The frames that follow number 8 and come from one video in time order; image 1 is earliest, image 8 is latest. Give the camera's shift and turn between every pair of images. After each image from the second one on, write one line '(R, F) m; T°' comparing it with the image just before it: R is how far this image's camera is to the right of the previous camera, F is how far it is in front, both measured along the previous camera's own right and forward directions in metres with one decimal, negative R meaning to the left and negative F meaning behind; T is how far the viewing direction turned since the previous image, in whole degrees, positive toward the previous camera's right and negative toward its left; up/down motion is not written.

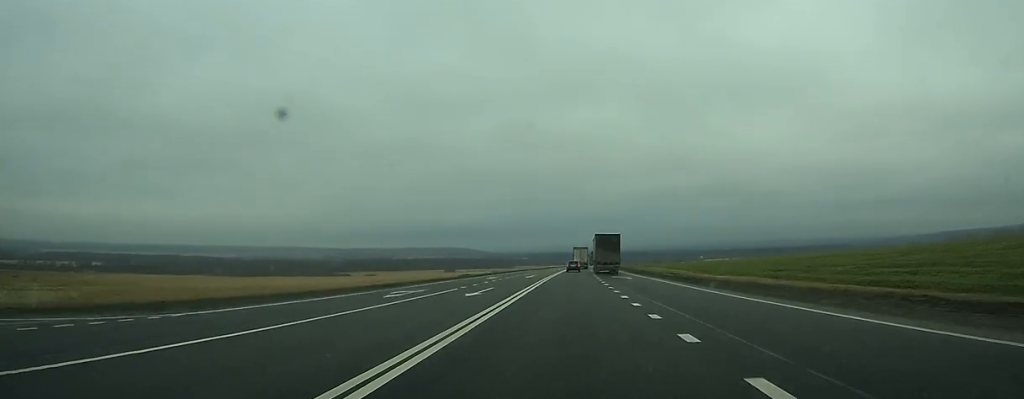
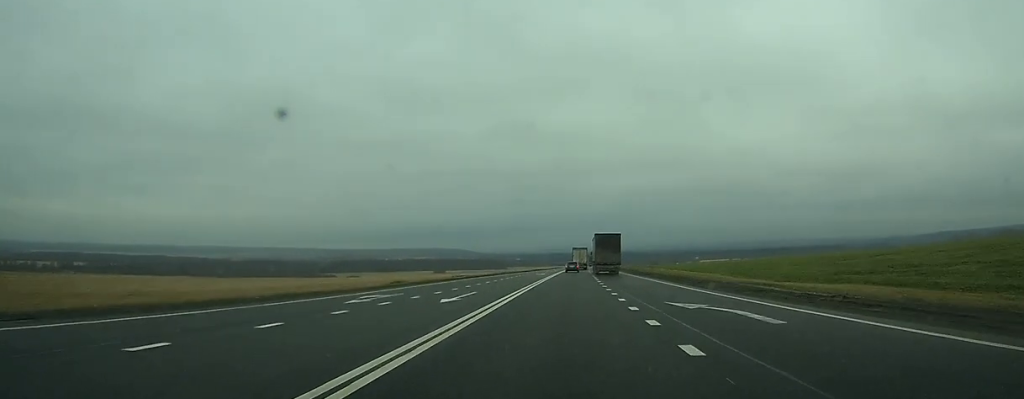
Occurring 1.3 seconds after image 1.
(+0.3, +33.2) m; +1°
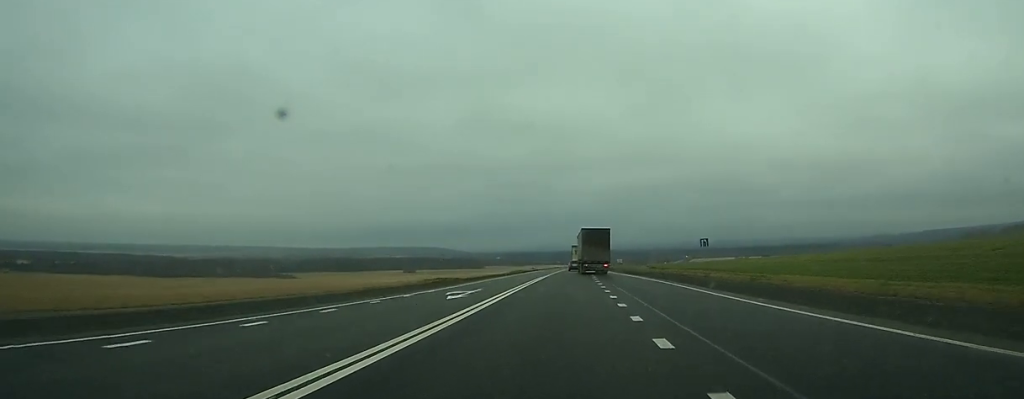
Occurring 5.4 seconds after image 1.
(+1.8, +107.0) m; +2°
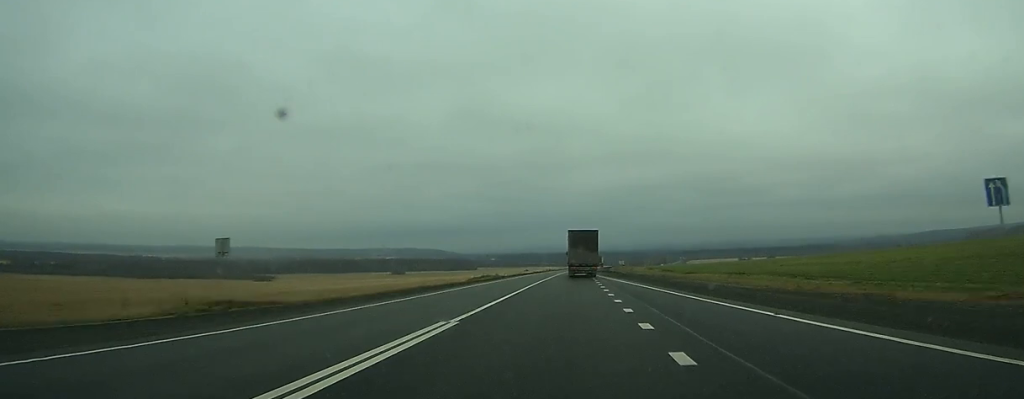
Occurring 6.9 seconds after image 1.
(+0.1, +37.4) m; 0°
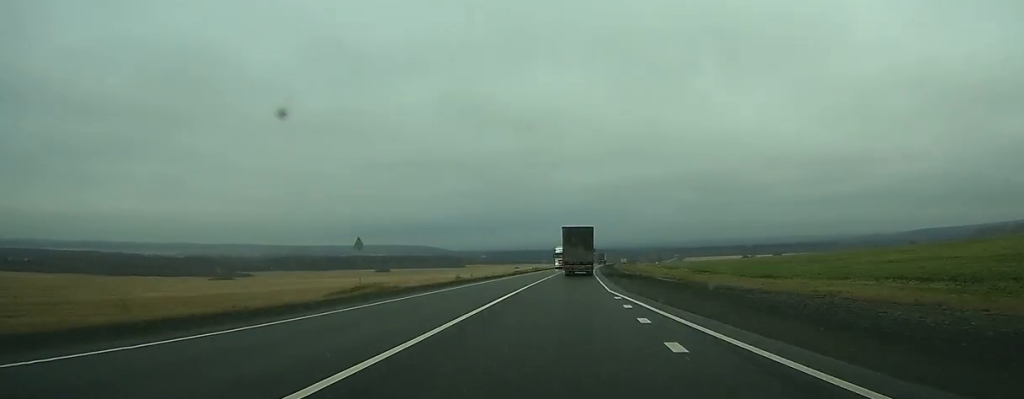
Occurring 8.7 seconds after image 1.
(+0.1, +47.0) m; +1°
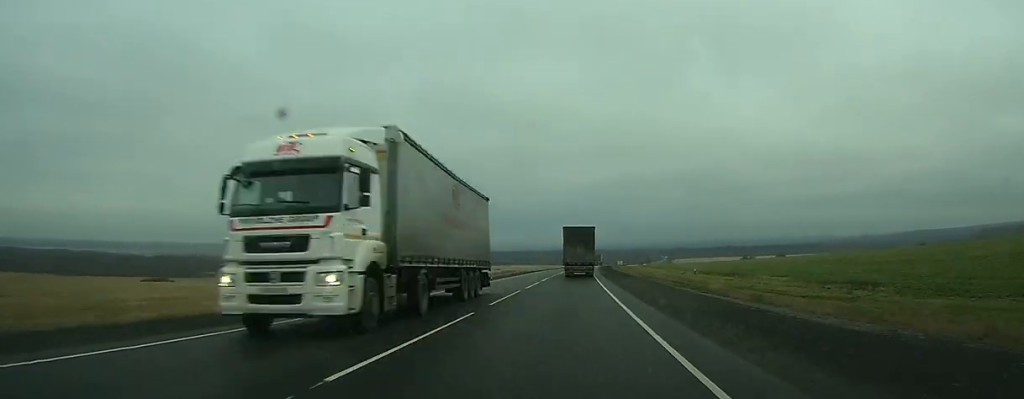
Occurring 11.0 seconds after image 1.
(+0.6, +56.3) m; +1°
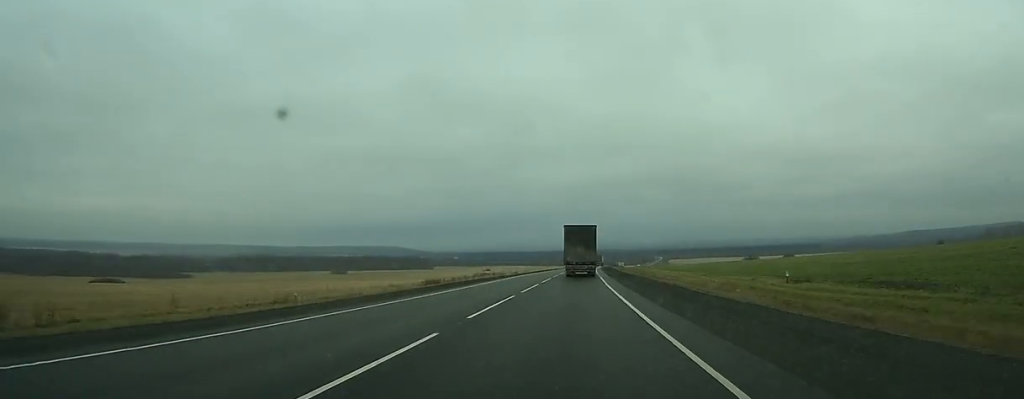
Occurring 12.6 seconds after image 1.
(+0.2, +39.4) m; +1°
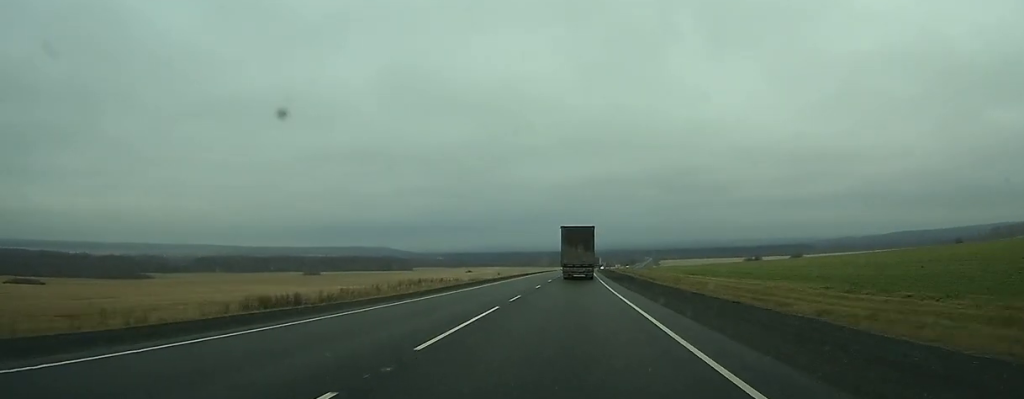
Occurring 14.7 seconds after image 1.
(+0.5, +50.0) m; +1°
